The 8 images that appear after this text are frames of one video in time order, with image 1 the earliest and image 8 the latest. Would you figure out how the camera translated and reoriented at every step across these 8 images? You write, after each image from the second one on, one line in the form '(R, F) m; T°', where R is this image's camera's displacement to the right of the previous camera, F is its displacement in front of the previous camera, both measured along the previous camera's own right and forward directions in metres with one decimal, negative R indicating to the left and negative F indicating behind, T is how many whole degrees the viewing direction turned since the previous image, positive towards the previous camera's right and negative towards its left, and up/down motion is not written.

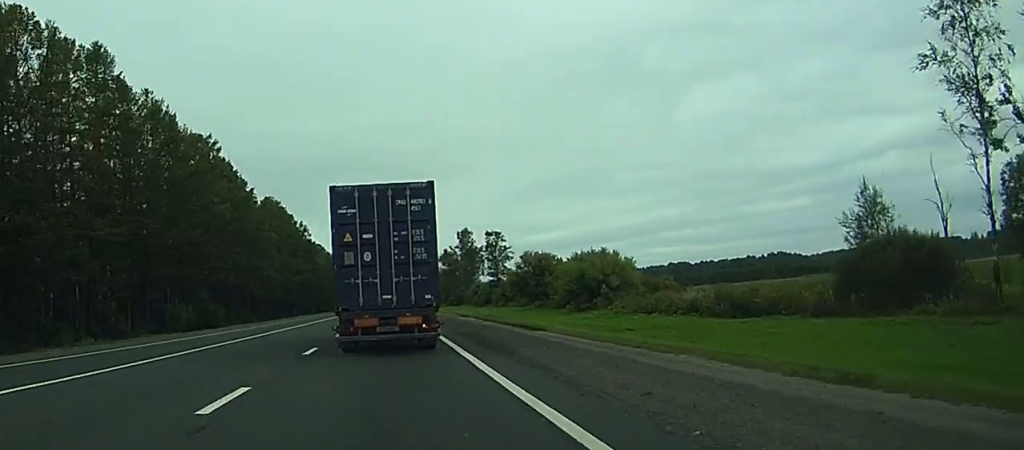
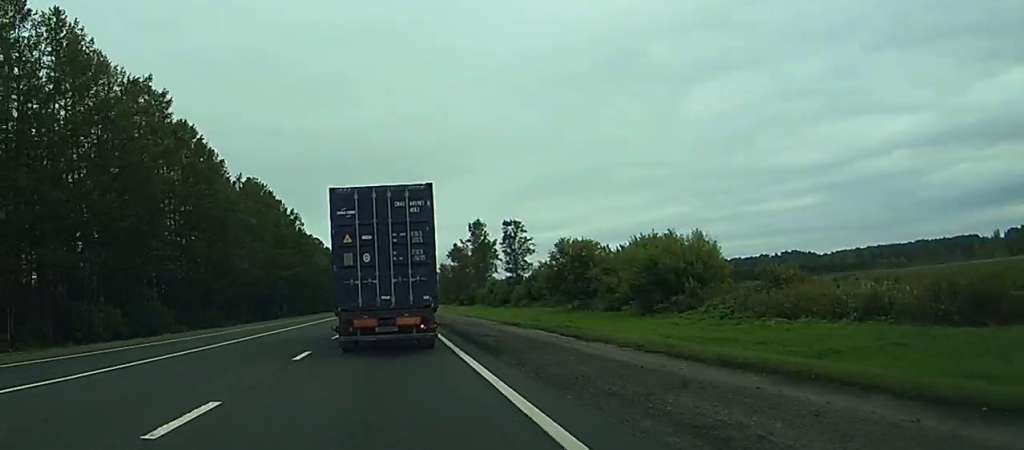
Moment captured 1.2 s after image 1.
(+0.1, +25.7) m; 0°
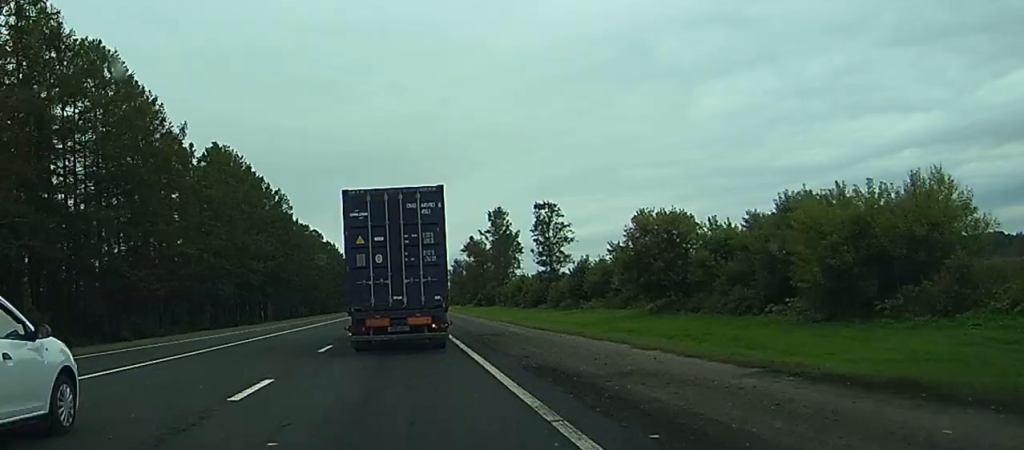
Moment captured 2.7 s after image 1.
(-0.1, +31.8) m; -1°
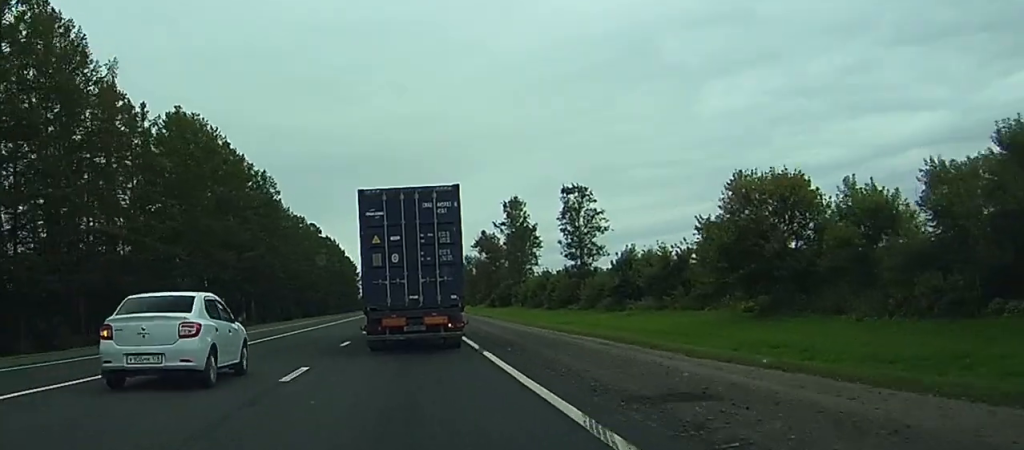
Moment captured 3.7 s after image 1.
(-0.1, +20.6) m; 0°
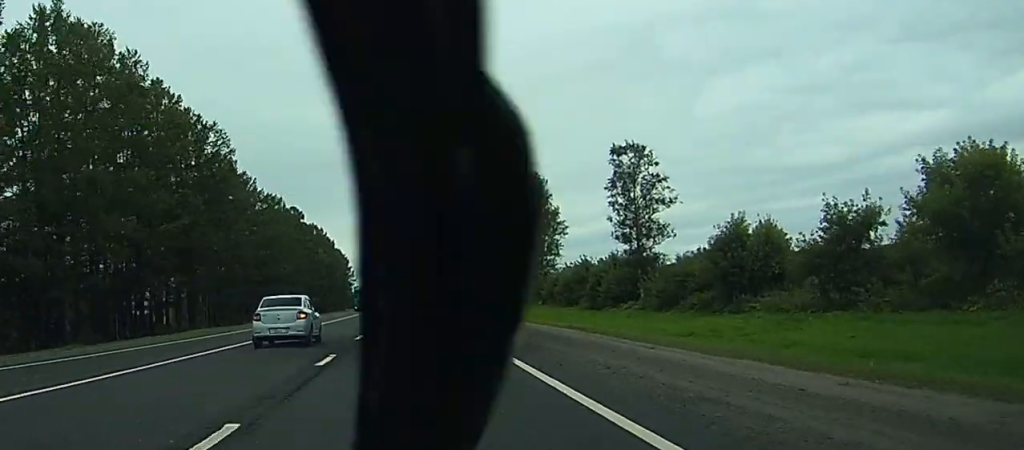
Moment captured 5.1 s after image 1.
(-0.3, +31.9) m; -1°
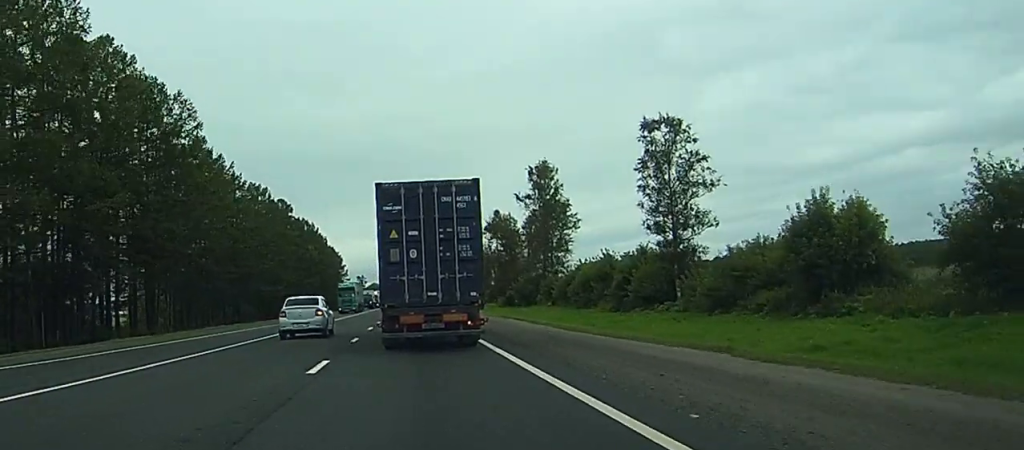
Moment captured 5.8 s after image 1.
(0.0, +13.9) m; 0°
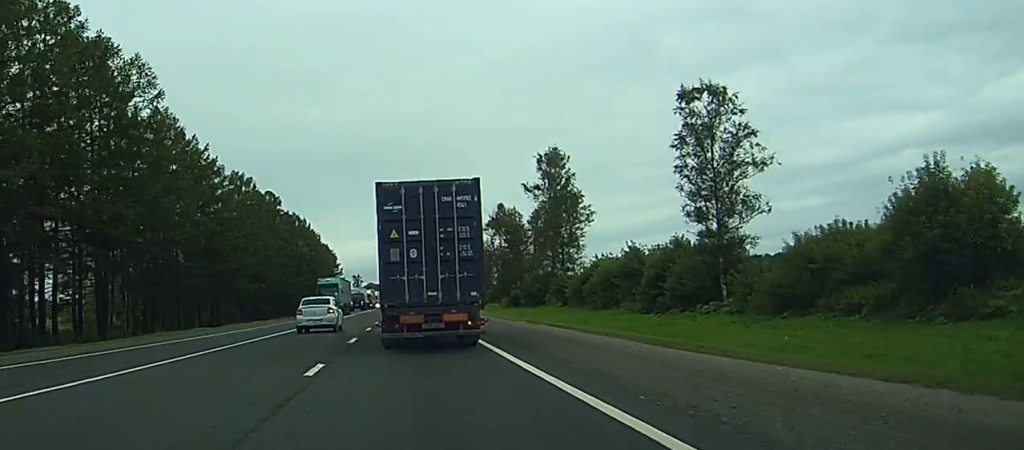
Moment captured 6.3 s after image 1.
(0.0, +12.5) m; +1°
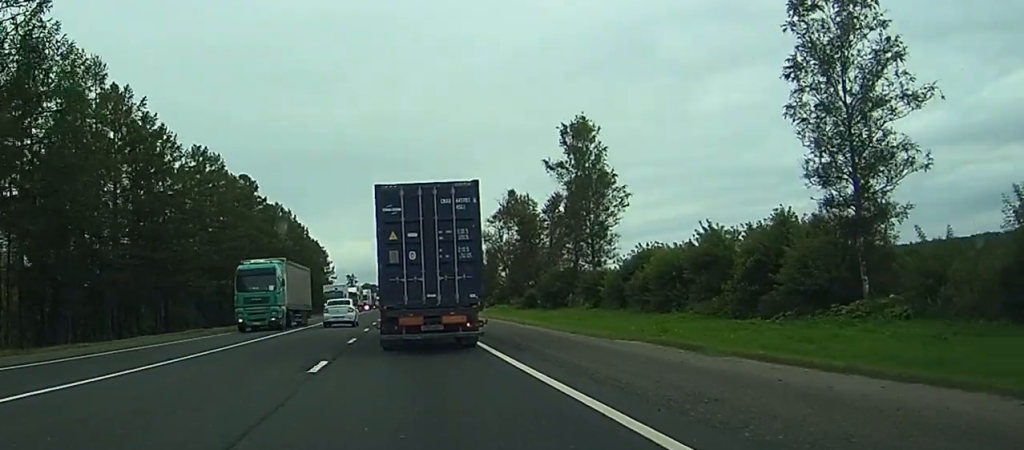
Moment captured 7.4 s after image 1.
(+0.2, +22.8) m; +1°
